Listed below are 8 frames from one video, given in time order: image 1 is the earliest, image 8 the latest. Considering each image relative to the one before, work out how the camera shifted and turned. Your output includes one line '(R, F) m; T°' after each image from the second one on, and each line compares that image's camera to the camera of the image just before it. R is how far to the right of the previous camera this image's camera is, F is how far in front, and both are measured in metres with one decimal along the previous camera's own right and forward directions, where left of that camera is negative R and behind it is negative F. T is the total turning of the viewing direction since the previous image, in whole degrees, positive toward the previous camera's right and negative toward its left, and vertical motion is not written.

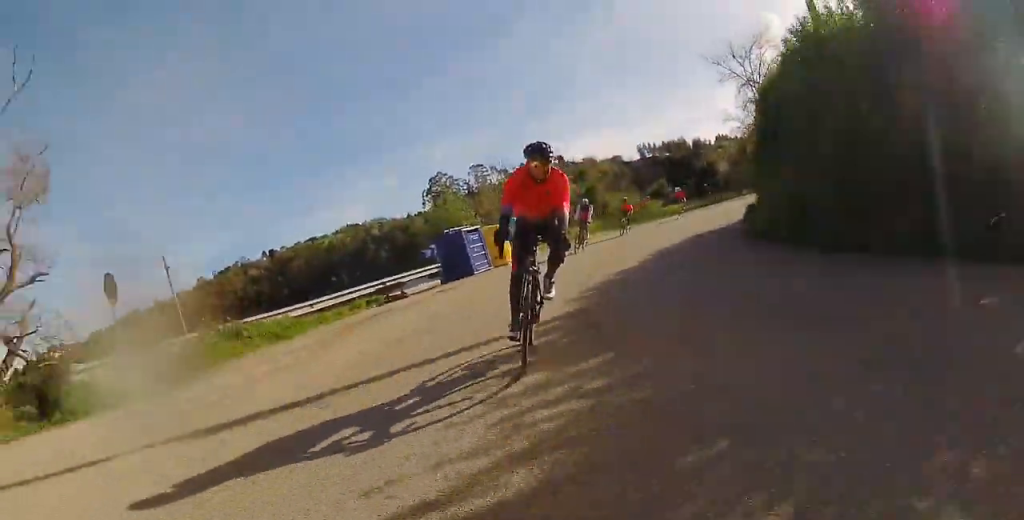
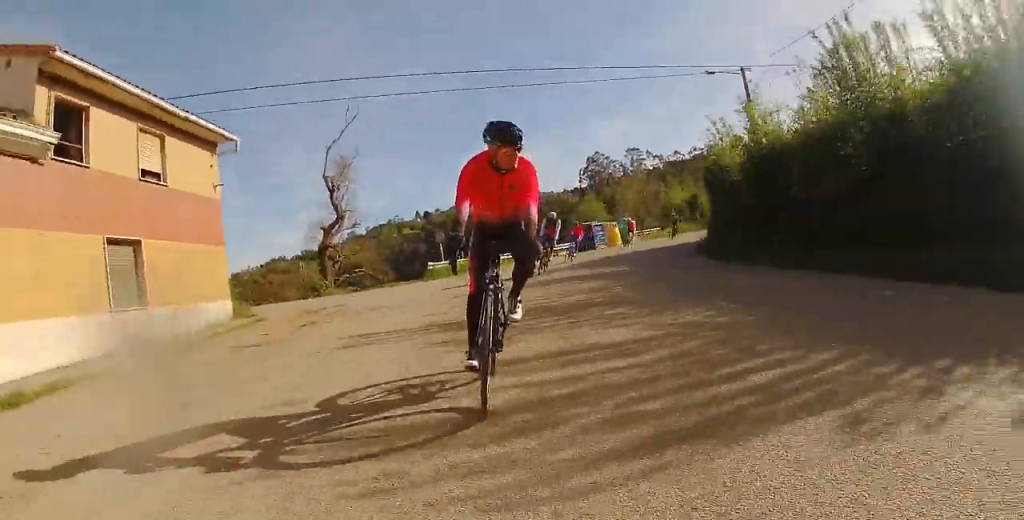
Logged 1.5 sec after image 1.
(0.0, +16.2) m; 0°
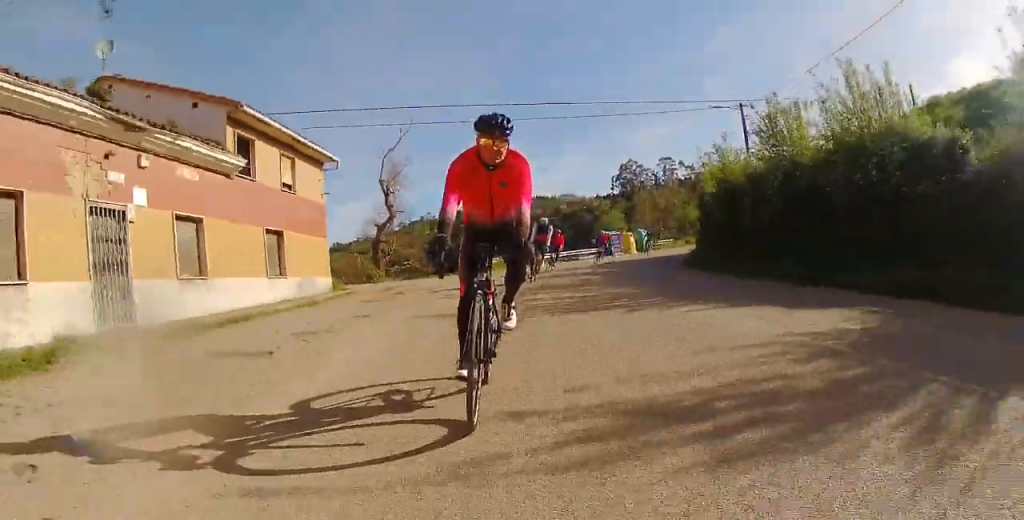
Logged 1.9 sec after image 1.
(0.0, +5.1) m; -1°
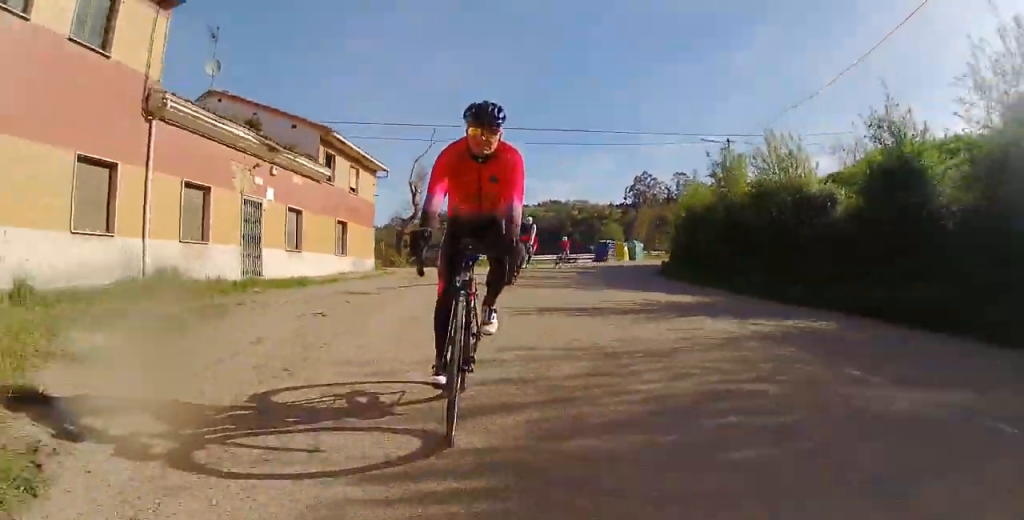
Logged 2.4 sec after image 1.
(0.0, +5.1) m; -3°
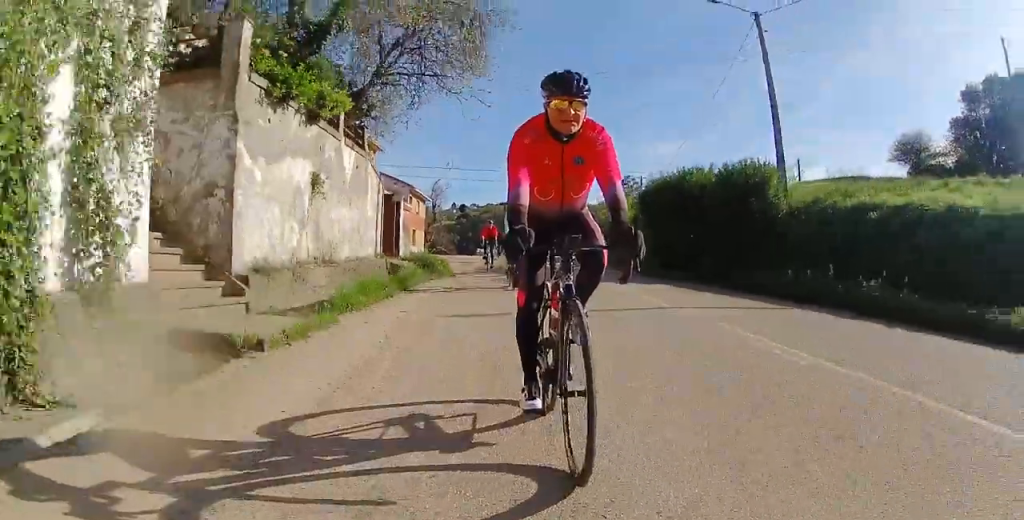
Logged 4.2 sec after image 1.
(-1.8, +20.1) m; -7°
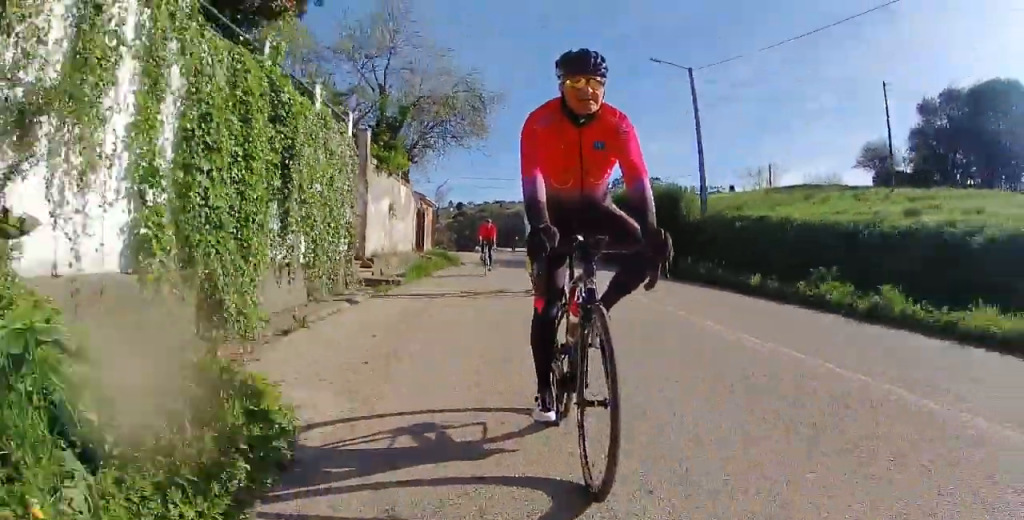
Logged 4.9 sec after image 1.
(+0.1, +7.7) m; 0°
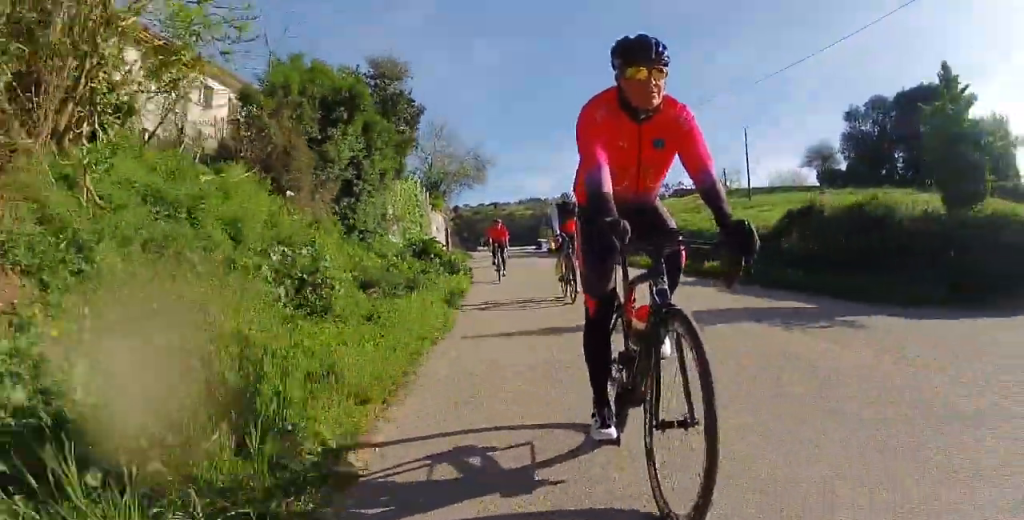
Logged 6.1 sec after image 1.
(0.0, +14.7) m; 0°
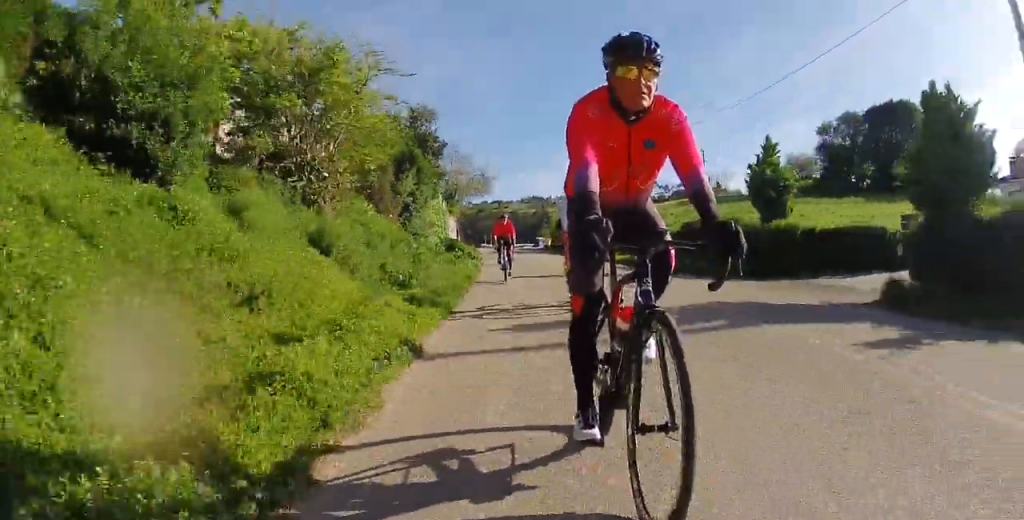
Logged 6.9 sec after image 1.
(0.0, +9.0) m; 0°
